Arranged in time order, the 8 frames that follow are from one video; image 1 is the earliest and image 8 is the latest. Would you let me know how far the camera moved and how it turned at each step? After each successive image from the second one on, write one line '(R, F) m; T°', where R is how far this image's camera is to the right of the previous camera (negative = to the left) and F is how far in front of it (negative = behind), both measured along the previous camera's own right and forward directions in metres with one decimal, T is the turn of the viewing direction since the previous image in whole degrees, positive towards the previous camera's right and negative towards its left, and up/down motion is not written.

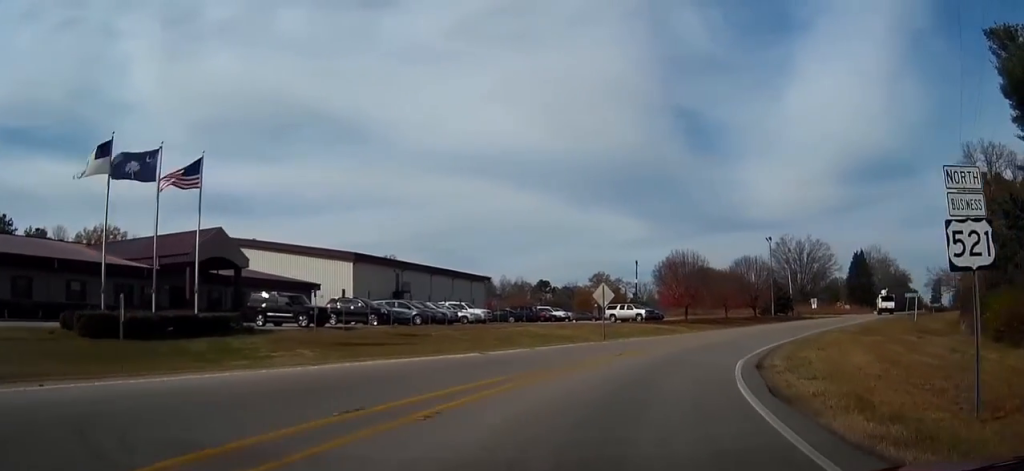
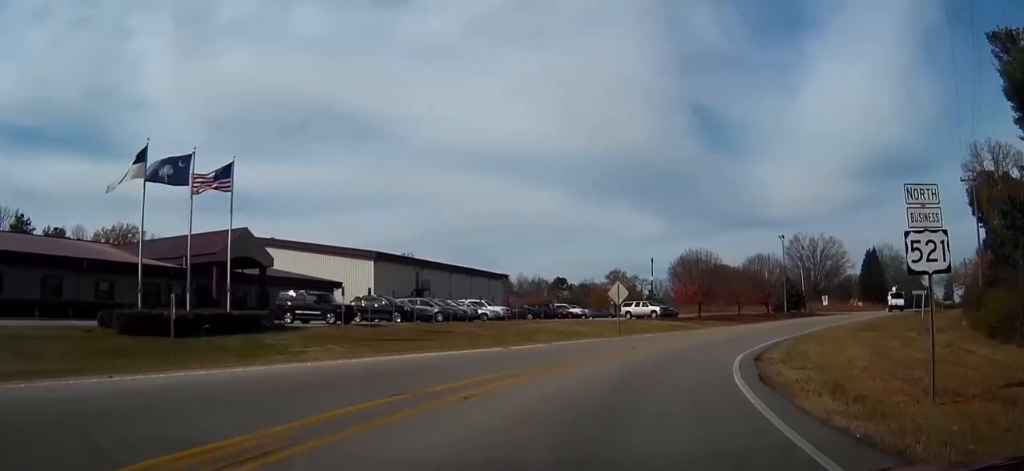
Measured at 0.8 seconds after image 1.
(+0.3, +6.0) m; +5°
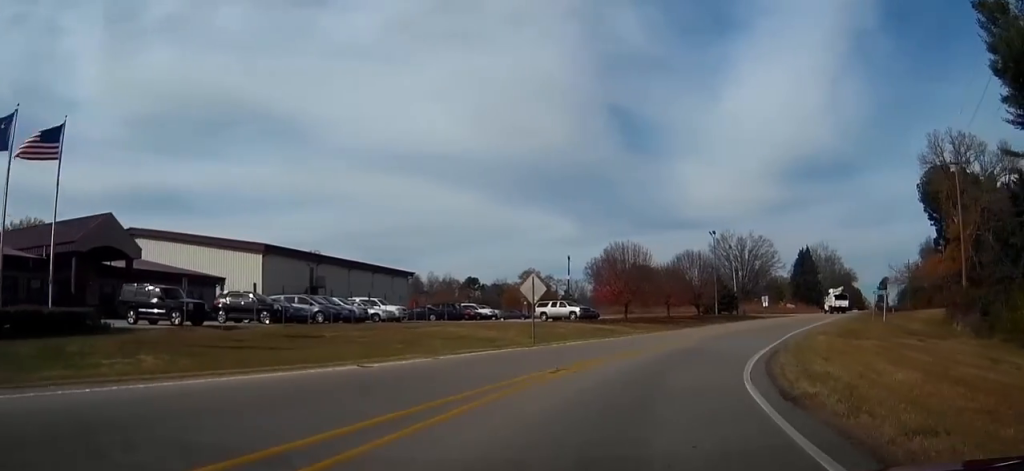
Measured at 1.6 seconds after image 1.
(+0.3, +6.2) m; +5°
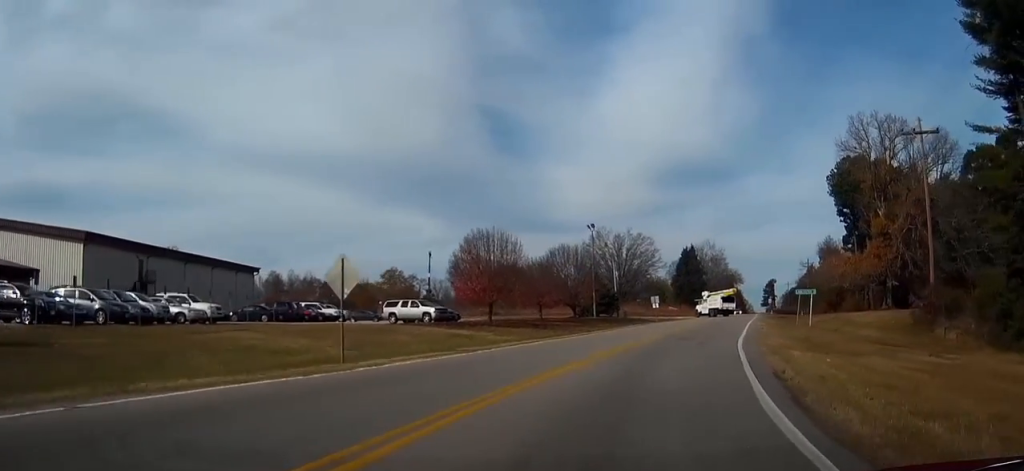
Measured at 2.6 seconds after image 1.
(+0.5, +8.6) m; +8°
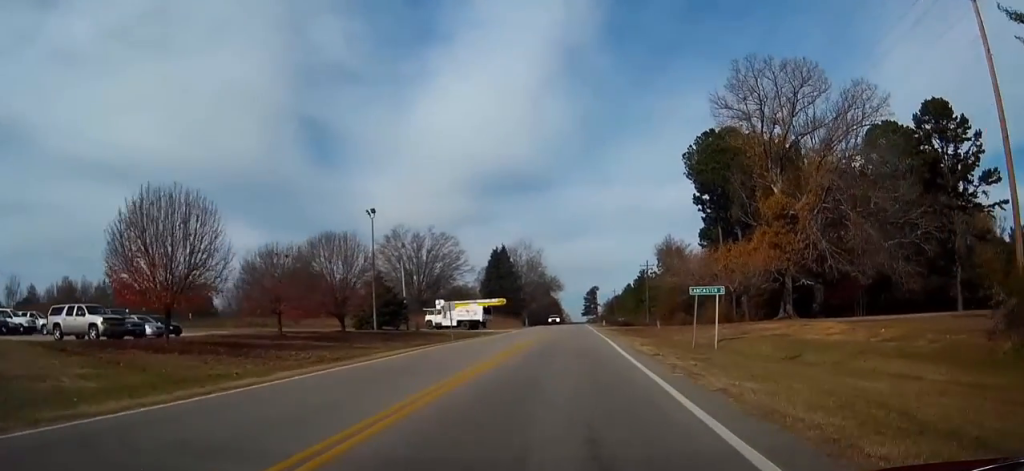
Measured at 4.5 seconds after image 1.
(+3.5, +20.3) m; +16°
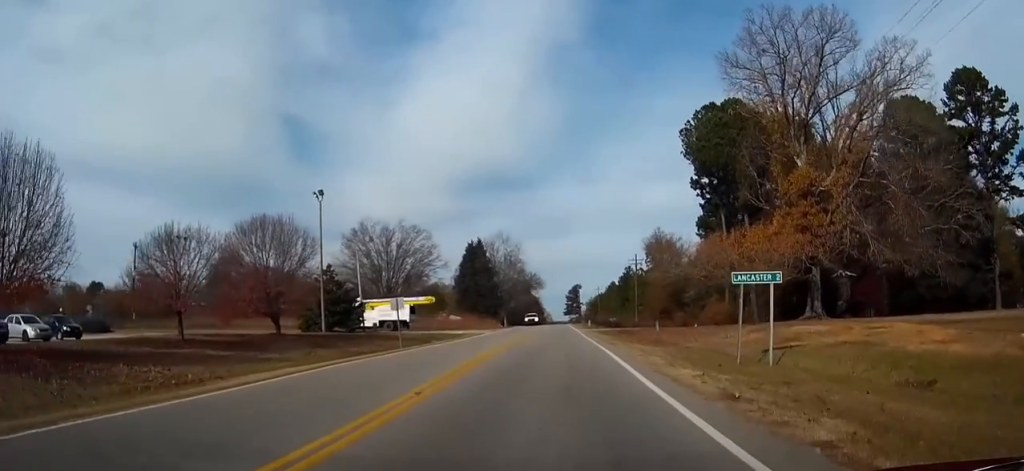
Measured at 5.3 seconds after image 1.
(+0.3, +10.5) m; +2°
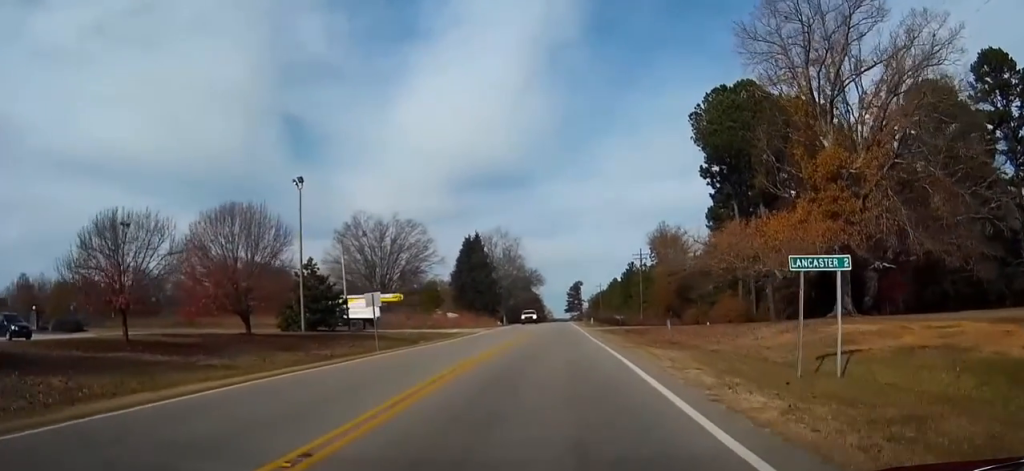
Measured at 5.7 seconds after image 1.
(0.0, +5.2) m; 0°
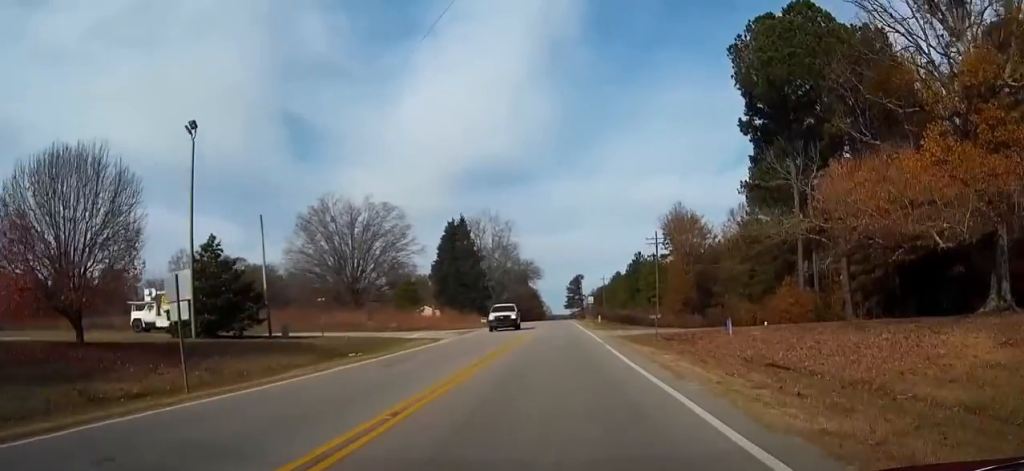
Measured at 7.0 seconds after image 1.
(+0.3, +17.8) m; +1°
